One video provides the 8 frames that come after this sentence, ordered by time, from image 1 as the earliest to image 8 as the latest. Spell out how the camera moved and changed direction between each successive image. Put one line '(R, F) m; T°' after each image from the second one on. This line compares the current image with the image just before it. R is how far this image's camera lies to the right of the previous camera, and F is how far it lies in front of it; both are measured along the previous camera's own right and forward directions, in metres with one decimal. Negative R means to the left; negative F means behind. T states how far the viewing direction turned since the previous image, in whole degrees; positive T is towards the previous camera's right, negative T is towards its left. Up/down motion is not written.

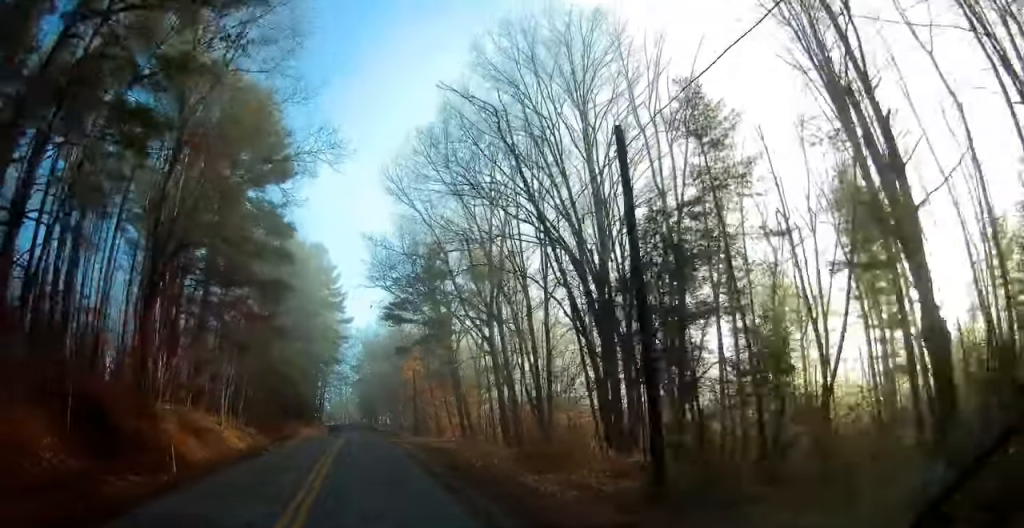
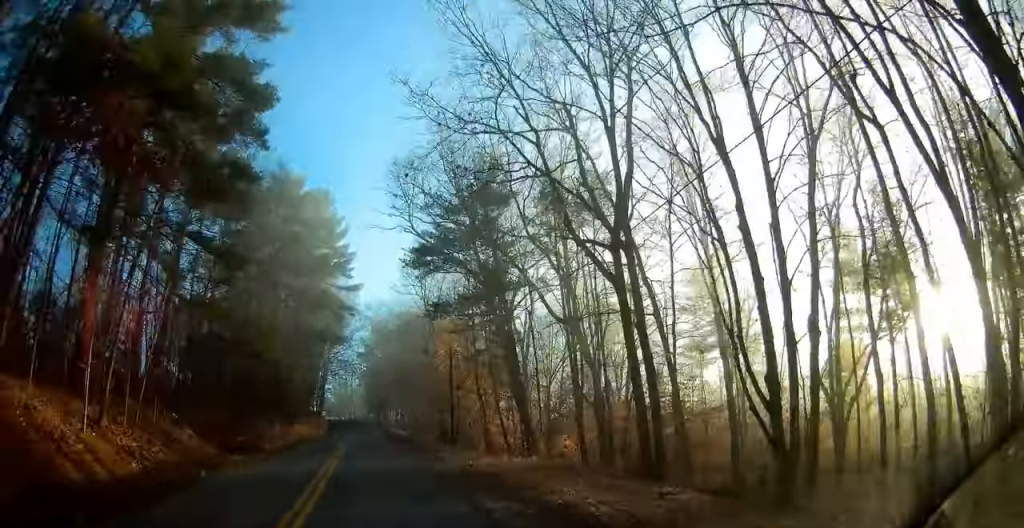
(0.0, +19.0) m; +1°
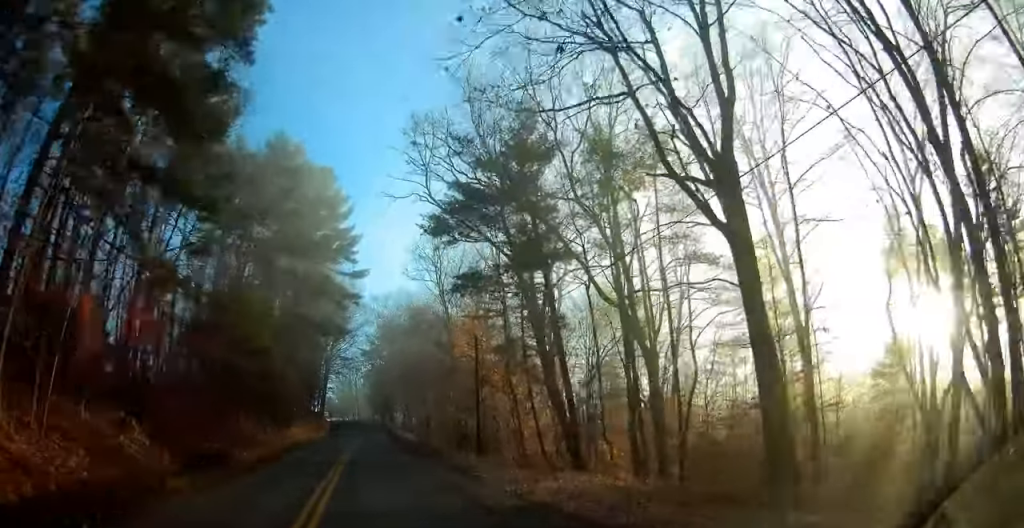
(+0.2, +6.9) m; 0°
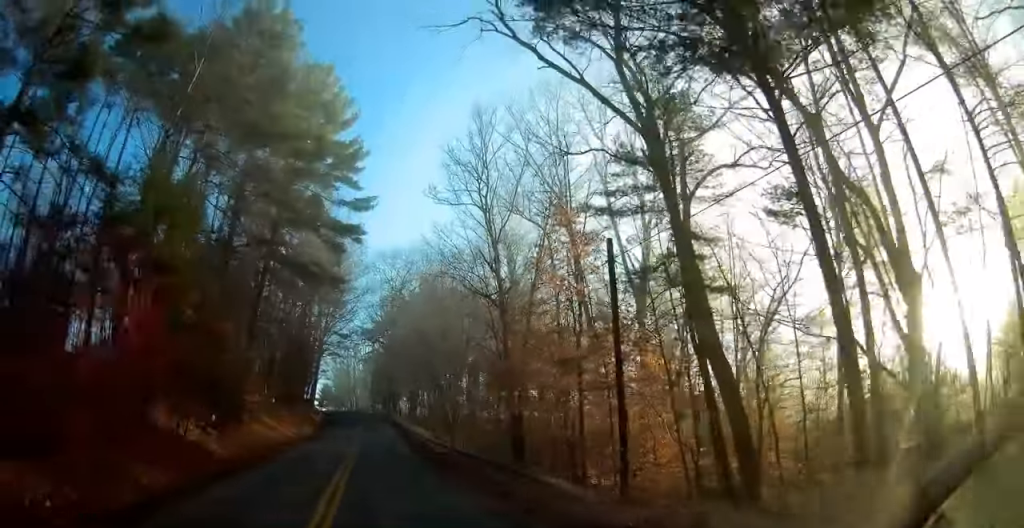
(-0.2, +16.7) m; -2°
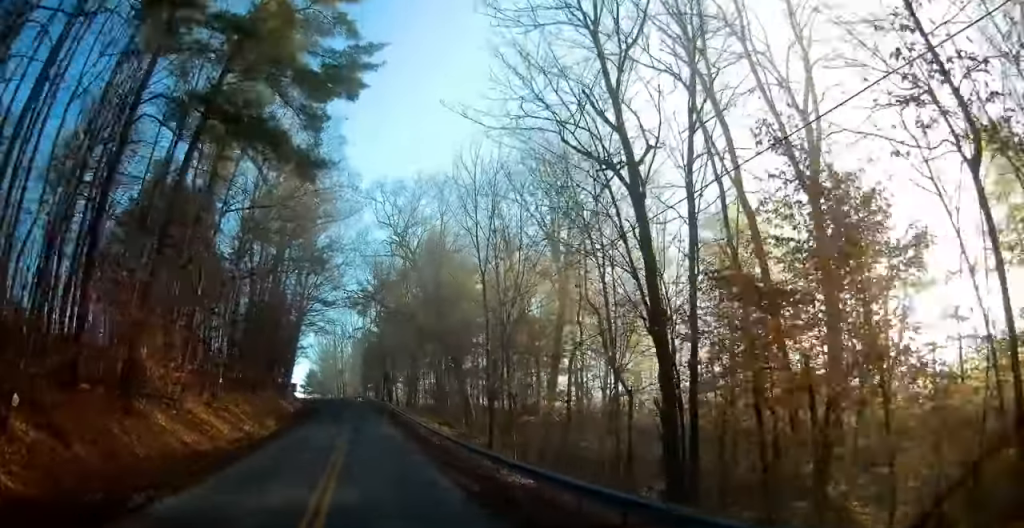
(-0.2, +16.9) m; +1°
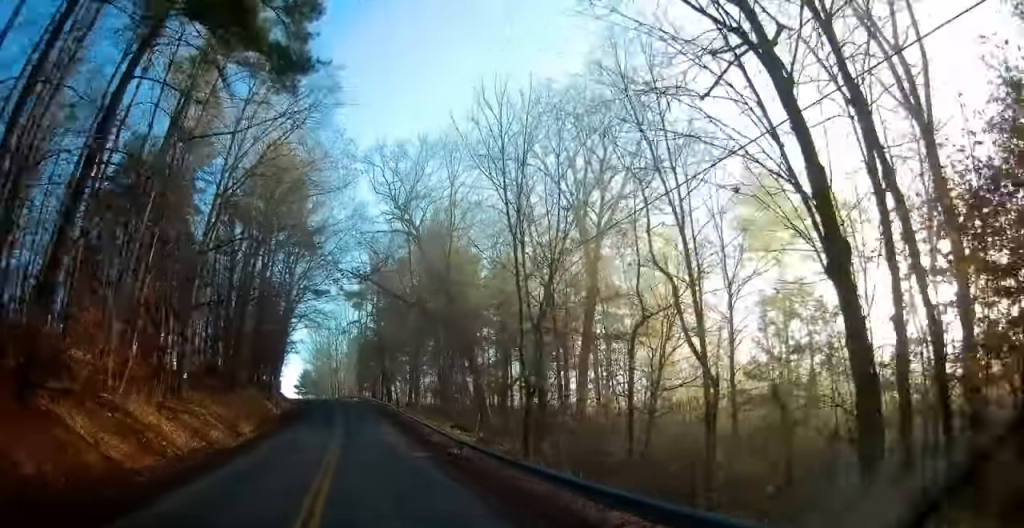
(+0.1, +7.0) m; -1°
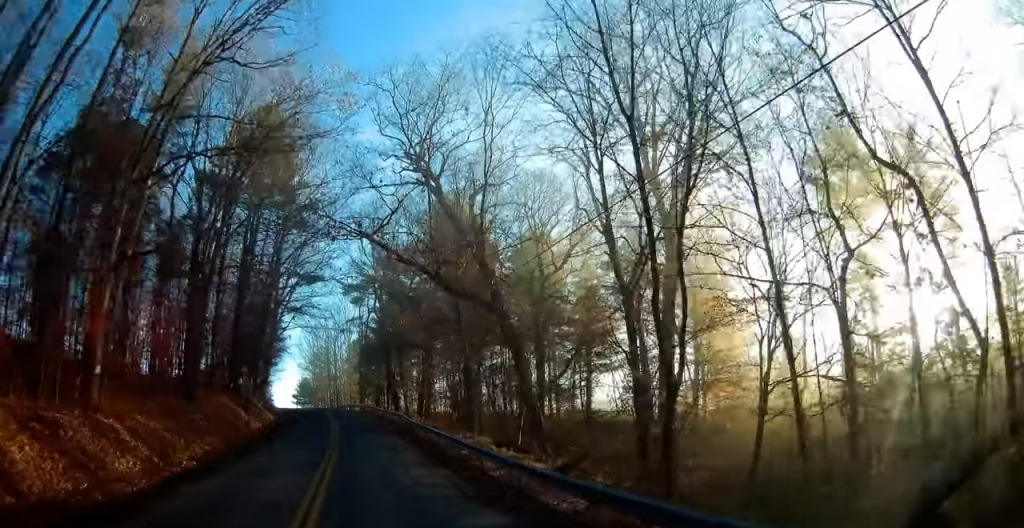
(+0.5, +11.0) m; -2°
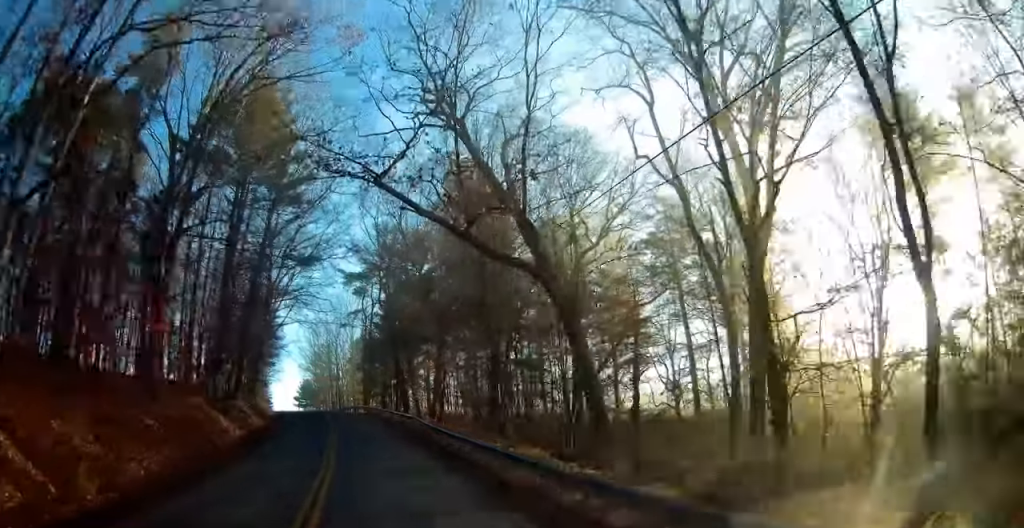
(-0.5, +7.5) m; -2°
